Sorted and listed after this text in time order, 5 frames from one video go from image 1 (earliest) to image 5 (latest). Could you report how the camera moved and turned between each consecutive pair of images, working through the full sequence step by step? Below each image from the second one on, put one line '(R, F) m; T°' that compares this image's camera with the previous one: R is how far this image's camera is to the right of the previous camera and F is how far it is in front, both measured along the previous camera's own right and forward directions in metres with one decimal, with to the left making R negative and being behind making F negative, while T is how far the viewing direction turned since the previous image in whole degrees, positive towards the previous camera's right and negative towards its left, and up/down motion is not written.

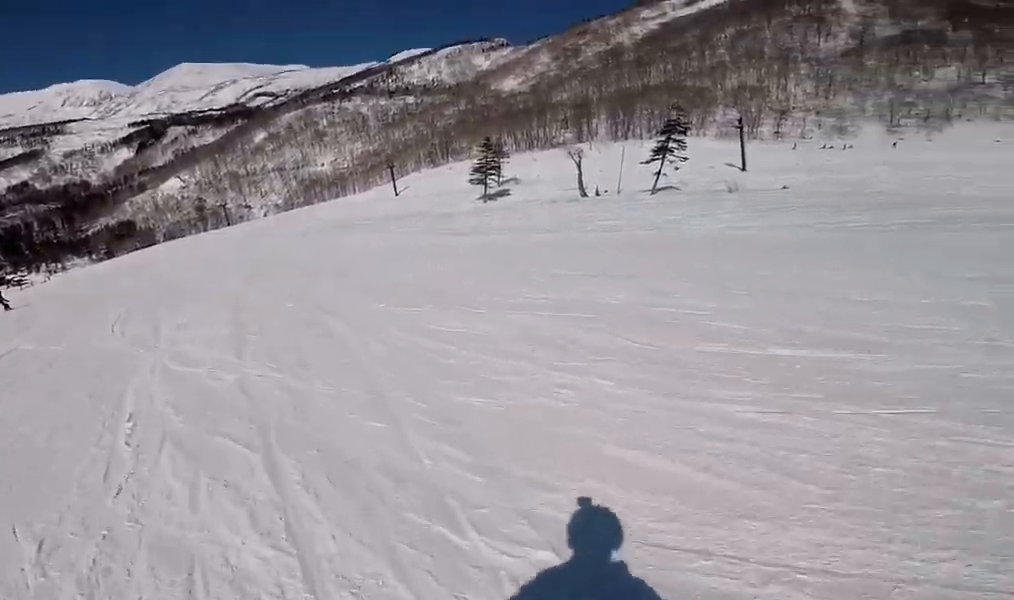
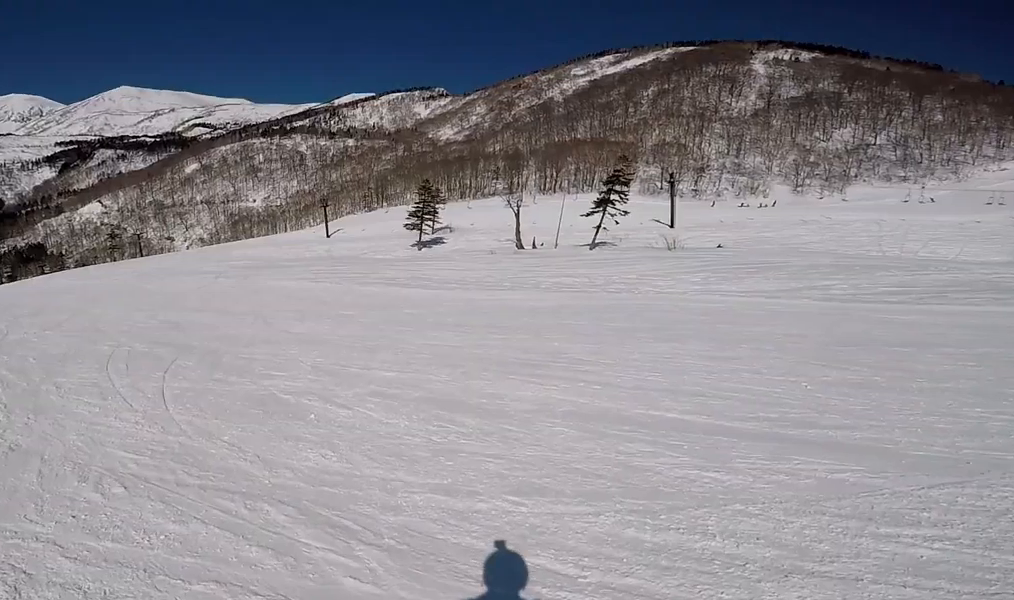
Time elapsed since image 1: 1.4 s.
(+3.2, +6.4) m; +21°
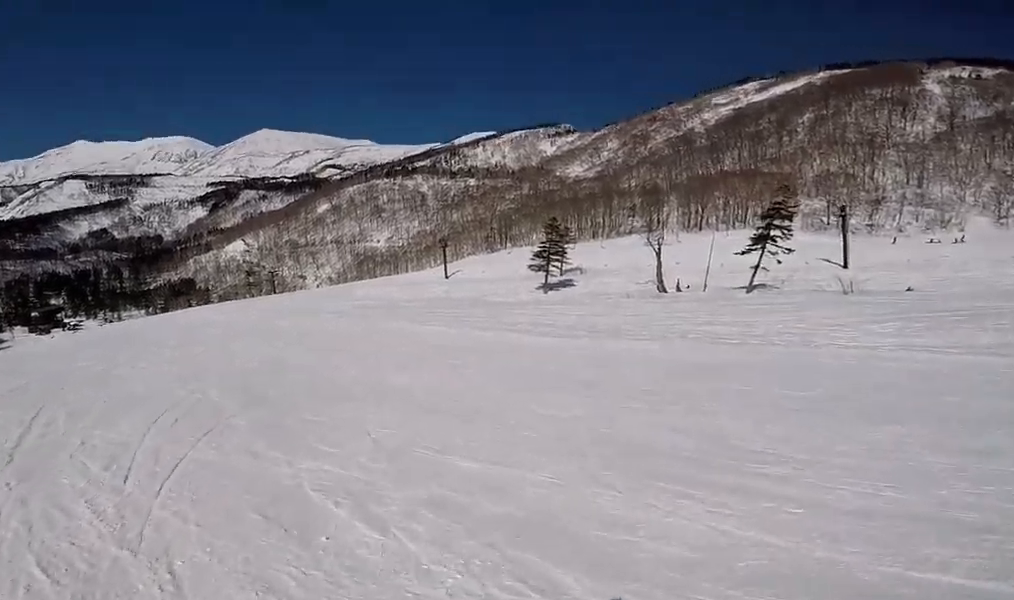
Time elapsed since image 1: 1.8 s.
(+0.5, +2.2) m; -5°
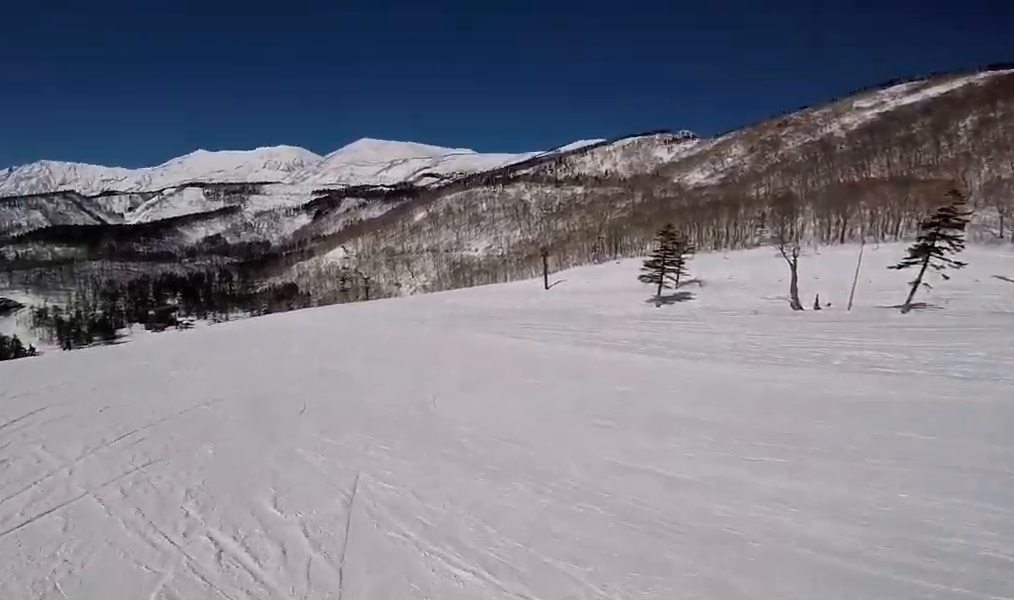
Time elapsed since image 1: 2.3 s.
(-0.6, +2.4) m; -8°
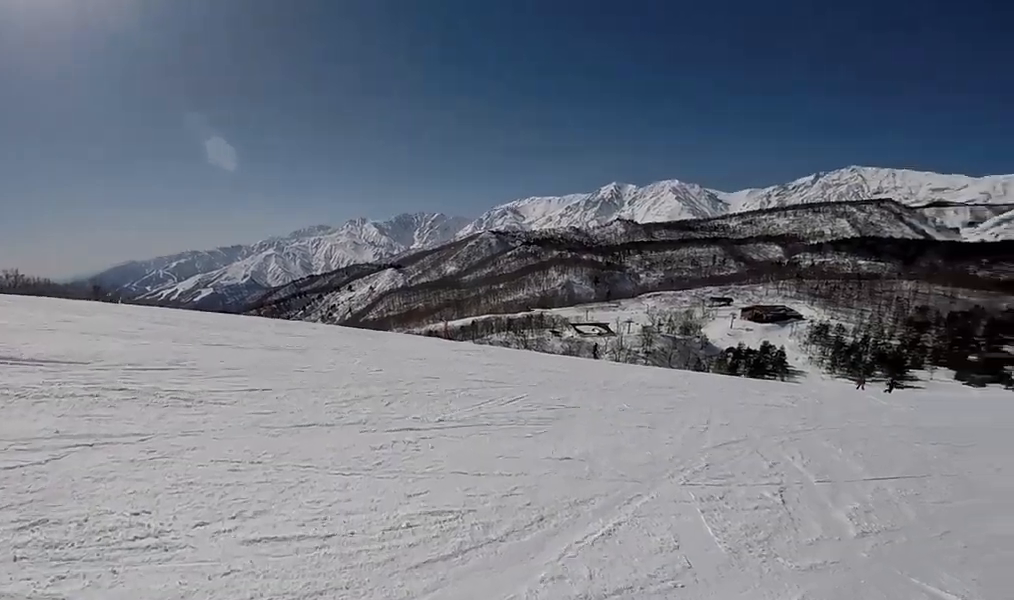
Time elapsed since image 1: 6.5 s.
(-11.9, +12.3) m; -87°
